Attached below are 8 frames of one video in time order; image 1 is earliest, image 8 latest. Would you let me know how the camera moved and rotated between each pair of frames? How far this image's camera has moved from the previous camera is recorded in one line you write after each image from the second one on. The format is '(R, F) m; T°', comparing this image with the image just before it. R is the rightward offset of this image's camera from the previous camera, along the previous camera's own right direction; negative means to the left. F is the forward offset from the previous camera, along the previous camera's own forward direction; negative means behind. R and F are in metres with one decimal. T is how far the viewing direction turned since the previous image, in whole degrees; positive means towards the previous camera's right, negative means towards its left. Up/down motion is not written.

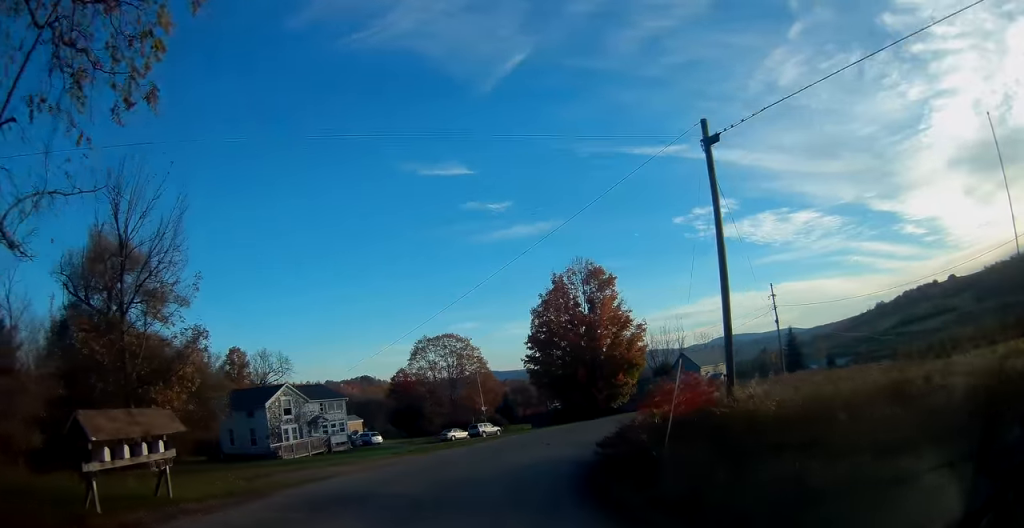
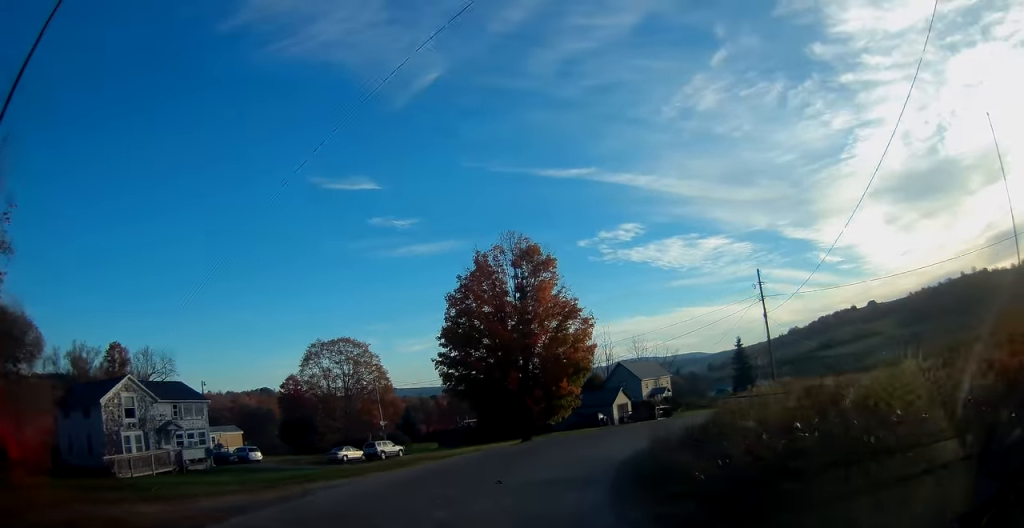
(+1.1, +13.2) m; +10°
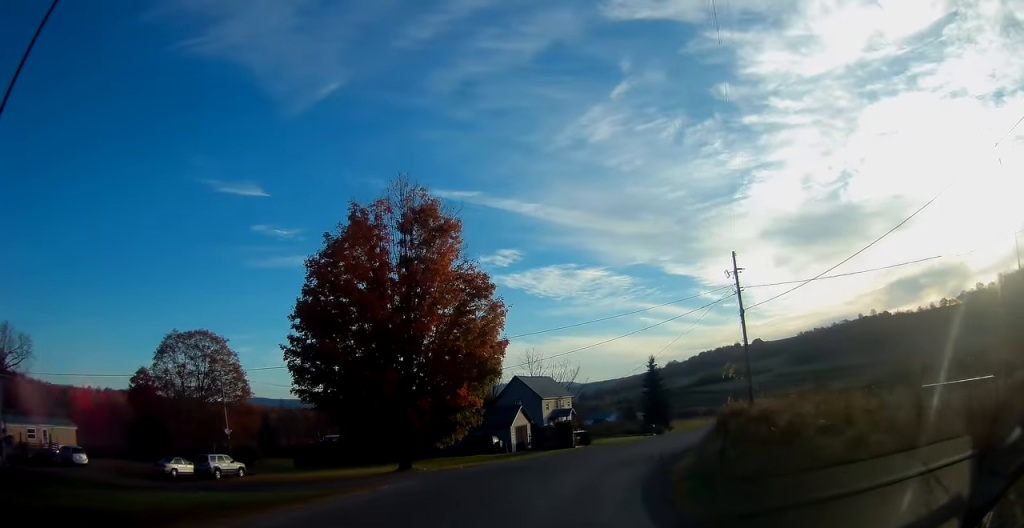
(+1.1, +12.8) m; +14°
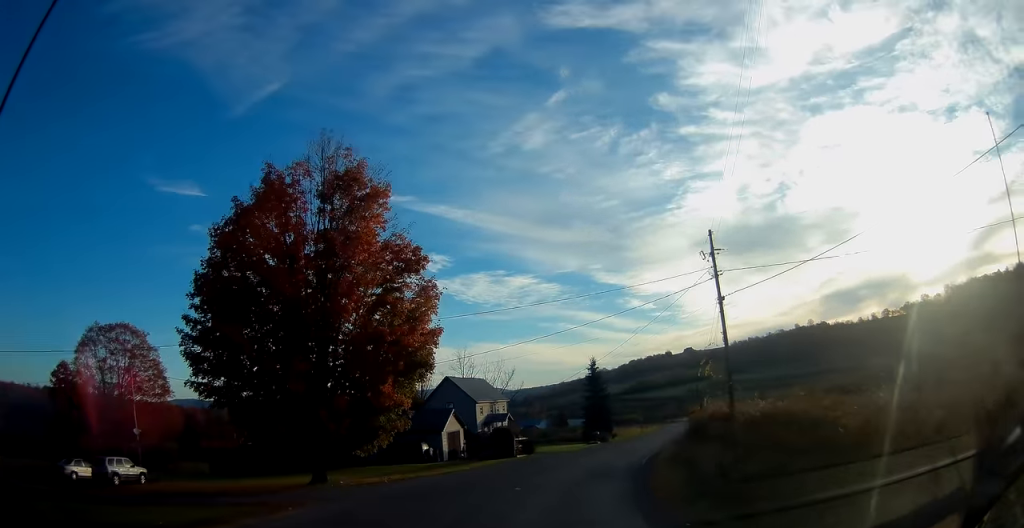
(+0.7, +5.4) m; +7°
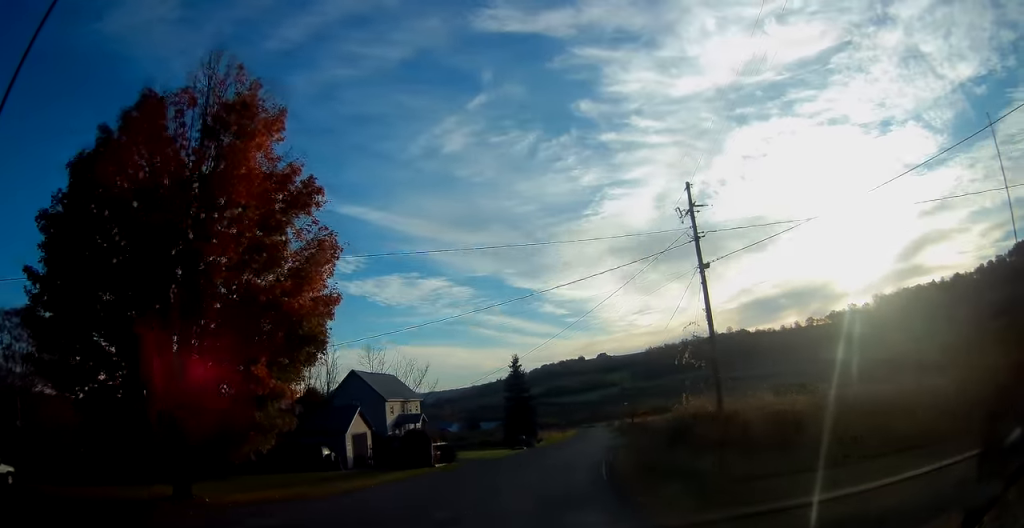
(+0.4, +6.7) m; +8°
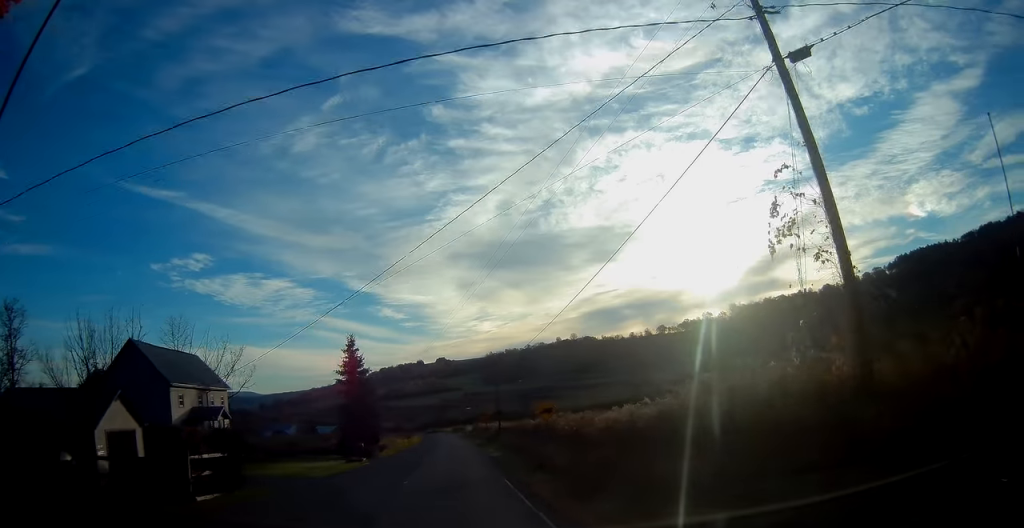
(+1.9, +13.8) m; +15°
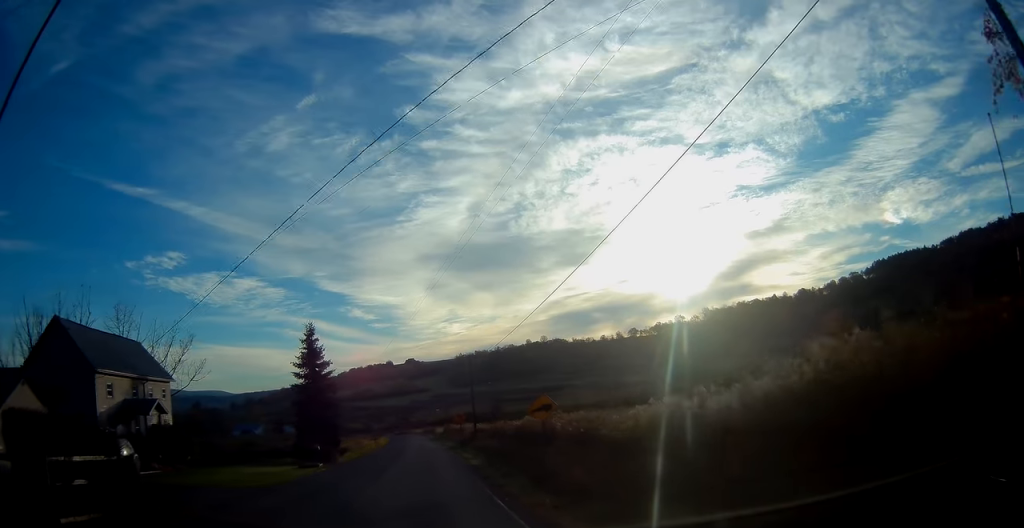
(+0.1, +5.0) m; +5°
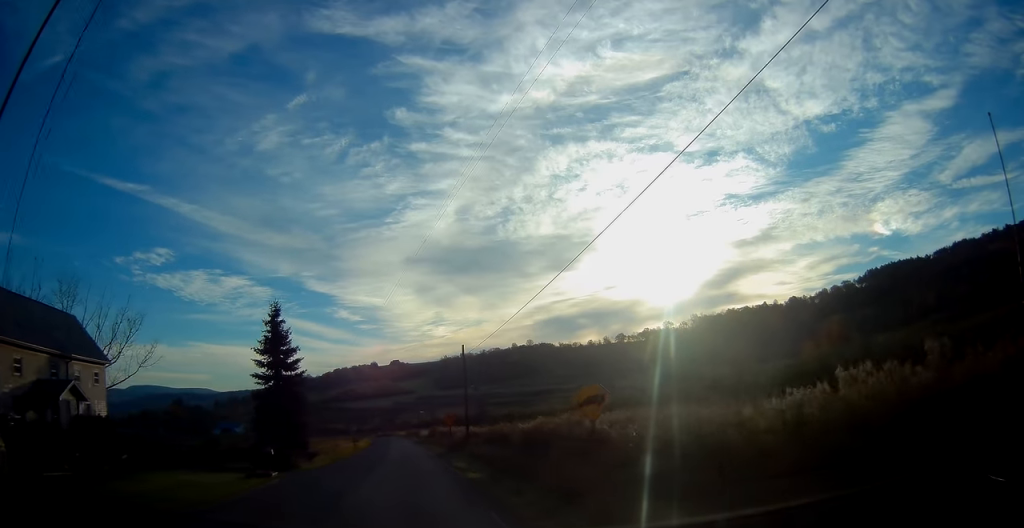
(+0.5, +6.7) m; +3°
